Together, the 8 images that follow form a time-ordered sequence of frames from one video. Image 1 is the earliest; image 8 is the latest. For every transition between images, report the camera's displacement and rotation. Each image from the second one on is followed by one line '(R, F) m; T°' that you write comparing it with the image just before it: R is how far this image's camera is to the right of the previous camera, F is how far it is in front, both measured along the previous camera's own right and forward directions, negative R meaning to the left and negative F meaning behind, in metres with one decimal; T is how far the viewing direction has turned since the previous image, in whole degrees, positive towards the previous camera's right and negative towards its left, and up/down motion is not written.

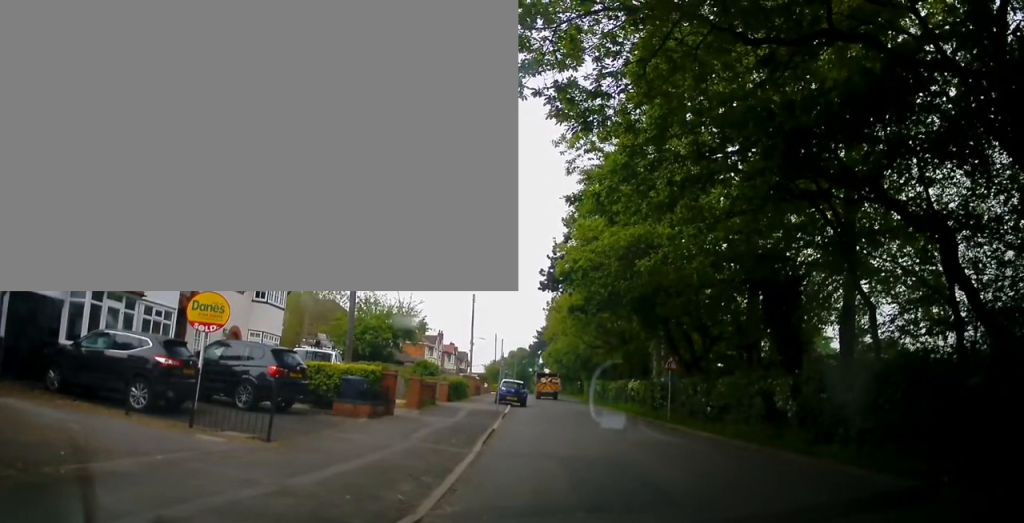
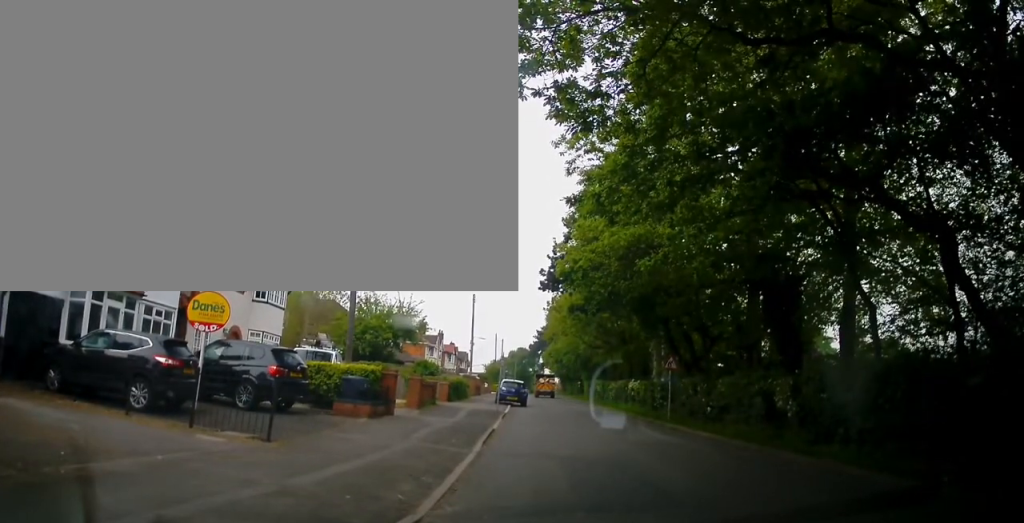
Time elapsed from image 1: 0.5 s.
(0.0, 0.0) m; 0°
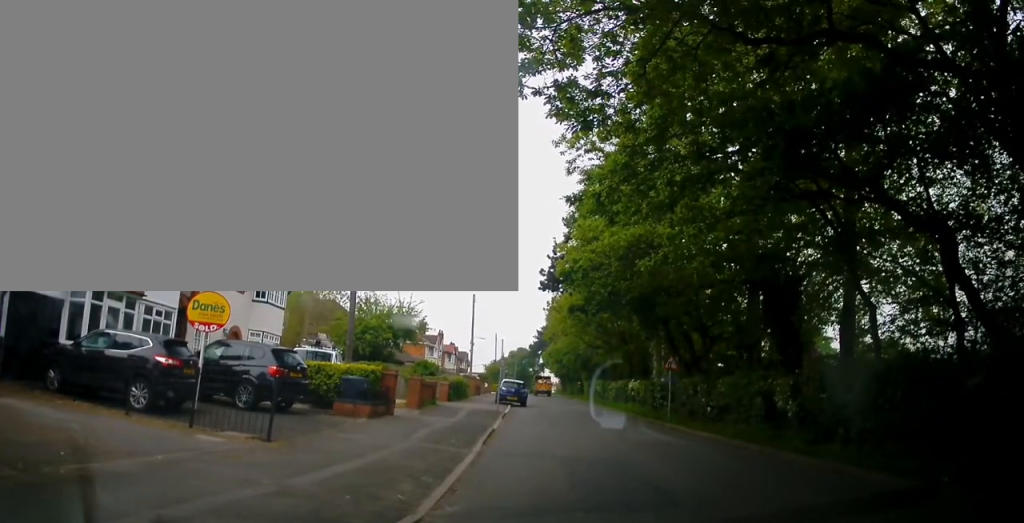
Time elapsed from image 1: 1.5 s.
(0.0, 0.0) m; 0°
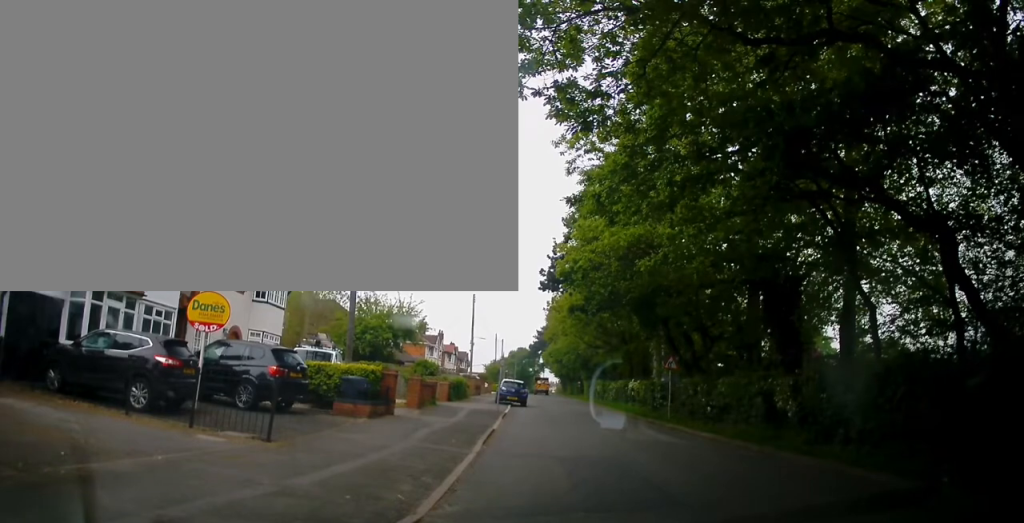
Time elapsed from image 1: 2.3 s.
(0.0, 0.0) m; 0°
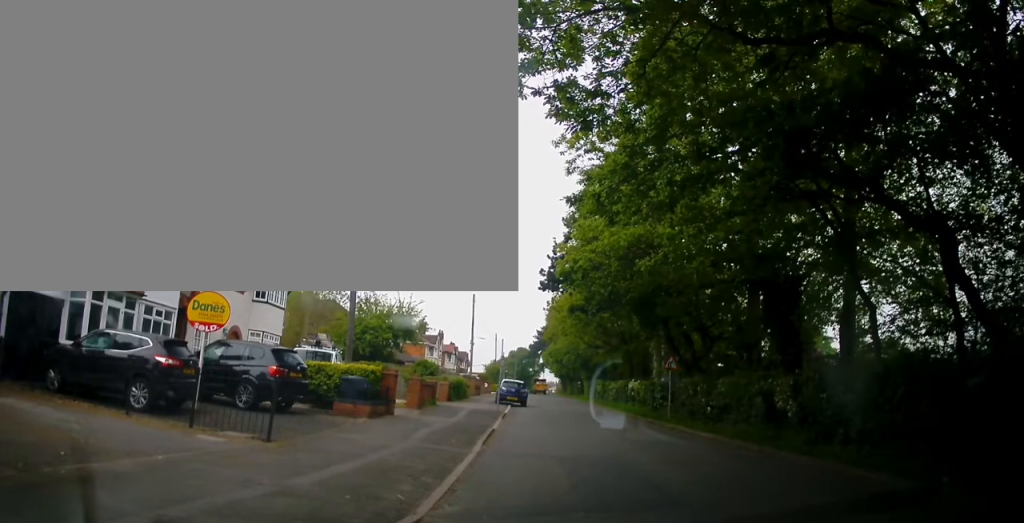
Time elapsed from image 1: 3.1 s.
(0.0, 0.0) m; 0°
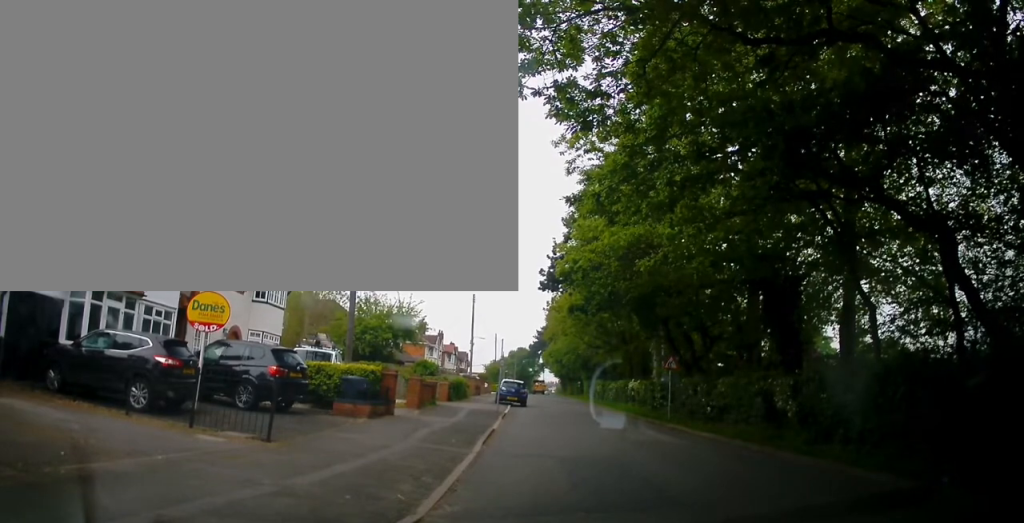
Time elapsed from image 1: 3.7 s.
(0.0, 0.0) m; 0°
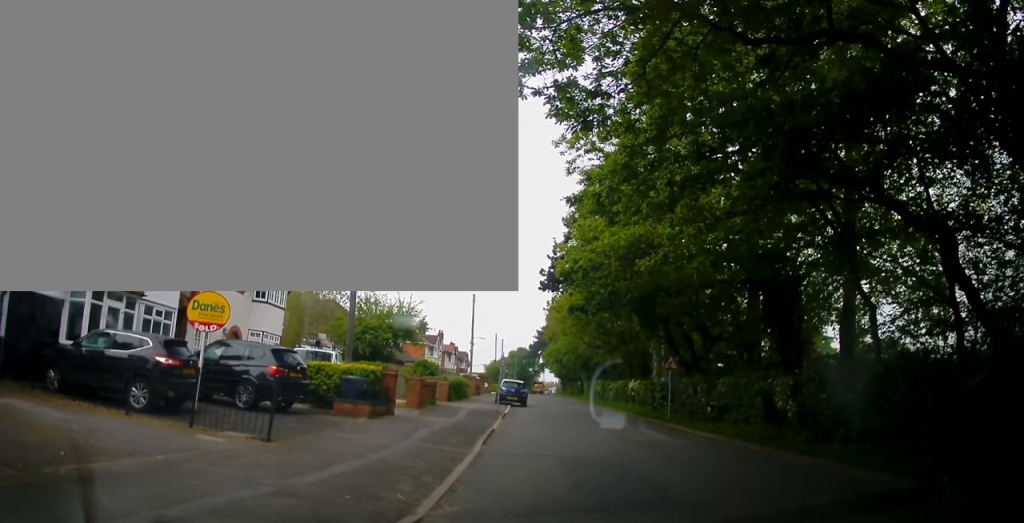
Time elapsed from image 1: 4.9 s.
(0.0, 0.0) m; 0°
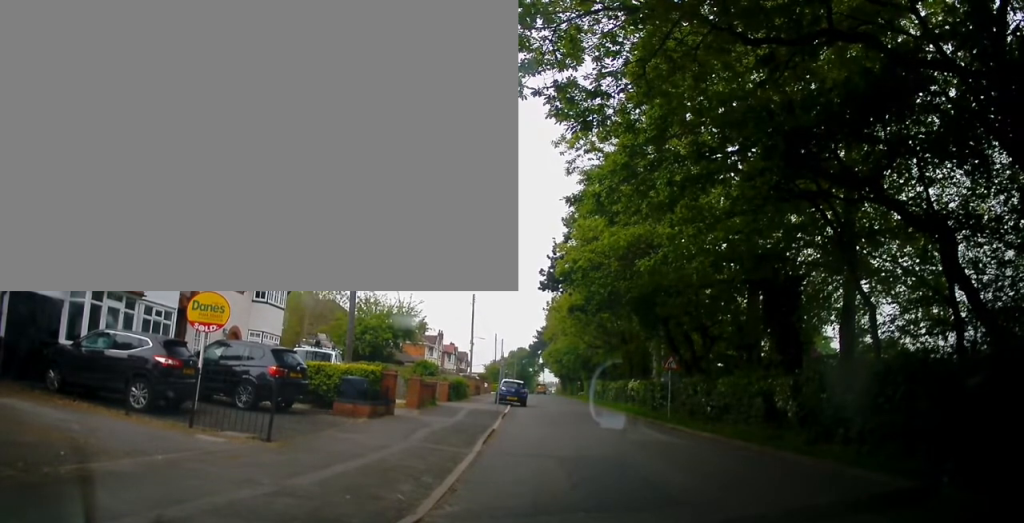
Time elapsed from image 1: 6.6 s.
(0.0, 0.0) m; 0°
